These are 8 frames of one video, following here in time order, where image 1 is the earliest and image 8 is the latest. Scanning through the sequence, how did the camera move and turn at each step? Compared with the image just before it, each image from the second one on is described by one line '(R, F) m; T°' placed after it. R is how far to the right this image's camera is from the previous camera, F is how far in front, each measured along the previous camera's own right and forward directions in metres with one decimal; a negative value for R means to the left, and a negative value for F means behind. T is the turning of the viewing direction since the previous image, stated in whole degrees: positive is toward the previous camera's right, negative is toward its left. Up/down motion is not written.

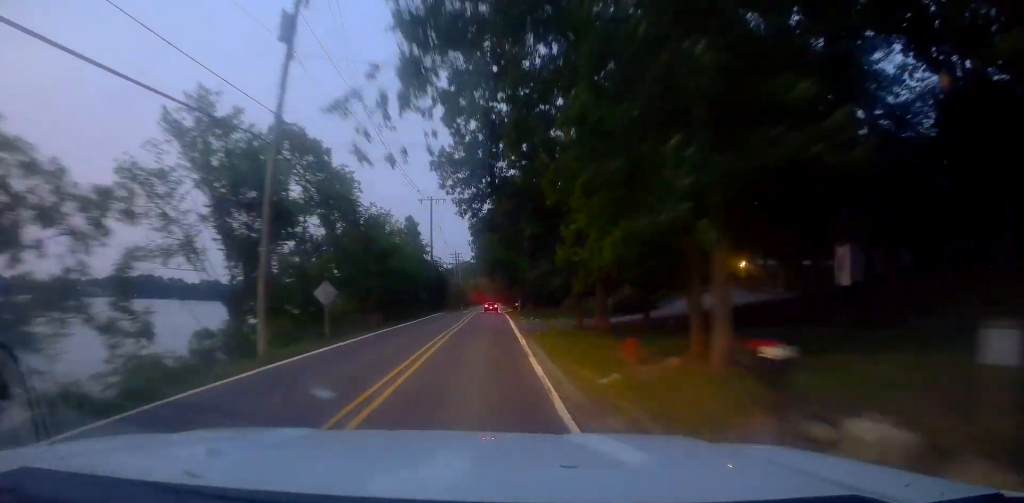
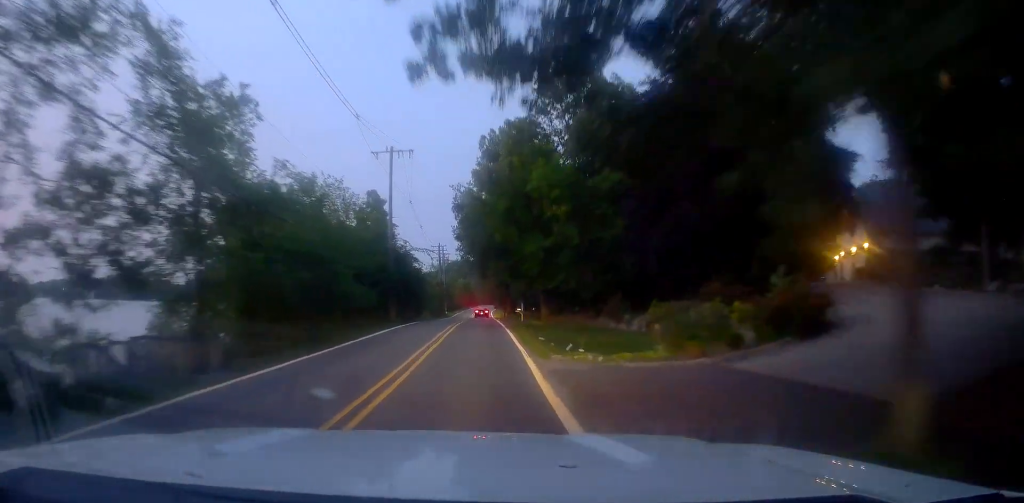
(+0.4, +21.1) m; +2°
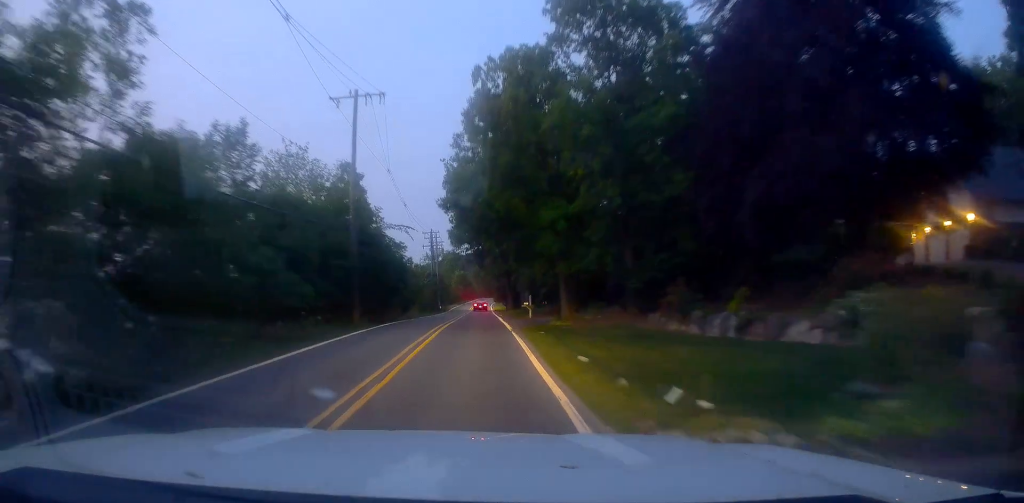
(+0.2, +10.7) m; 0°
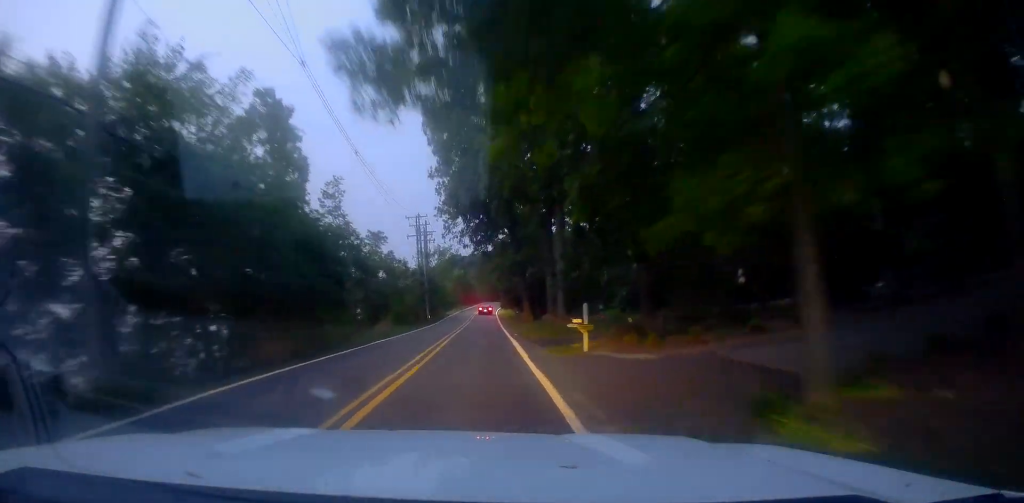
(+0.4, +21.2) m; +1°
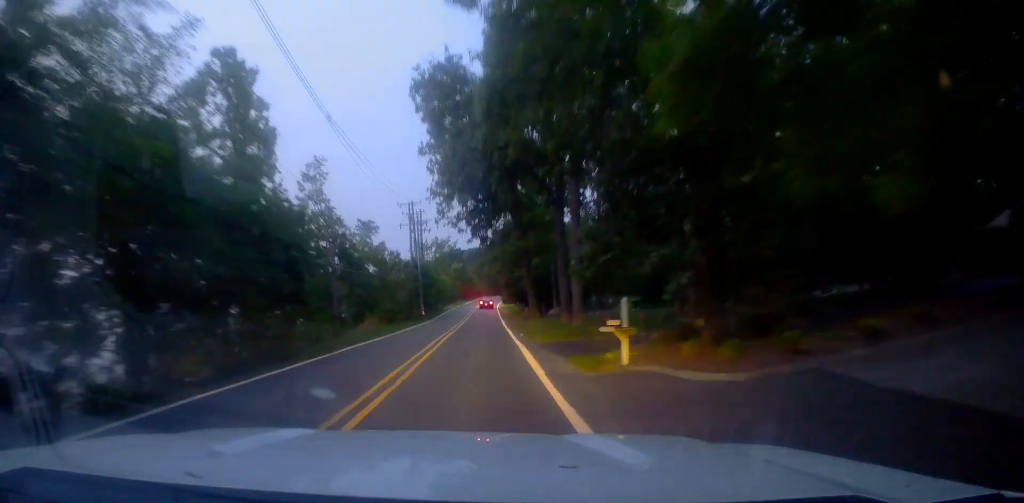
(0.0, +5.4) m; -1°
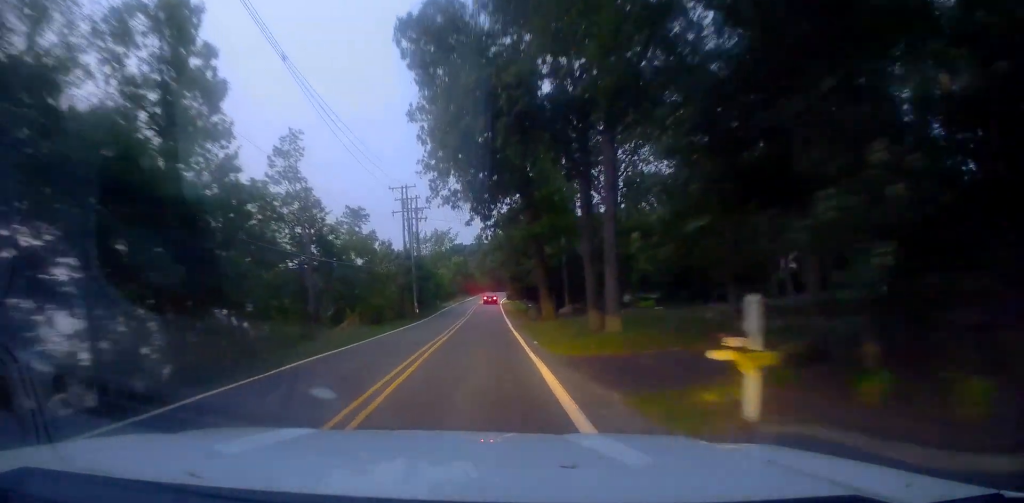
(-0.3, +6.6) m; -2°
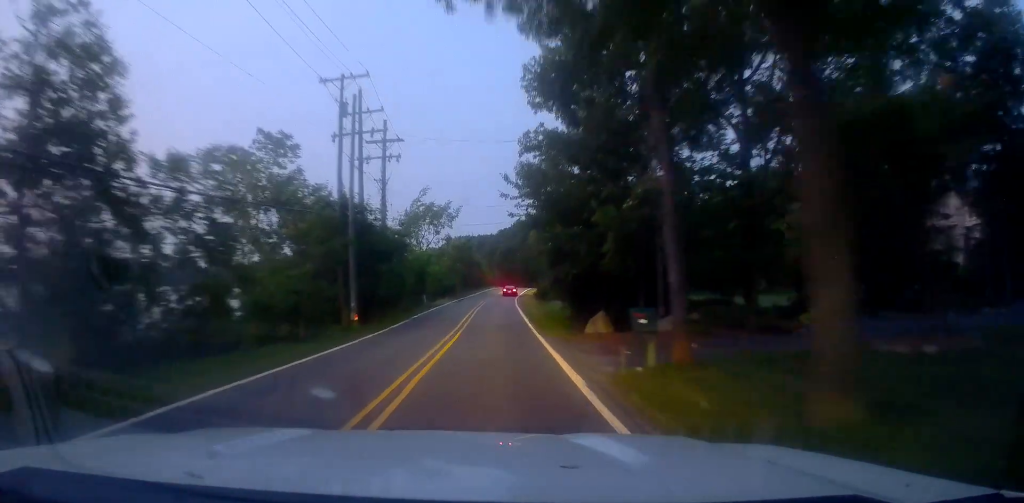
(-0.9, +25.3) m; 0°
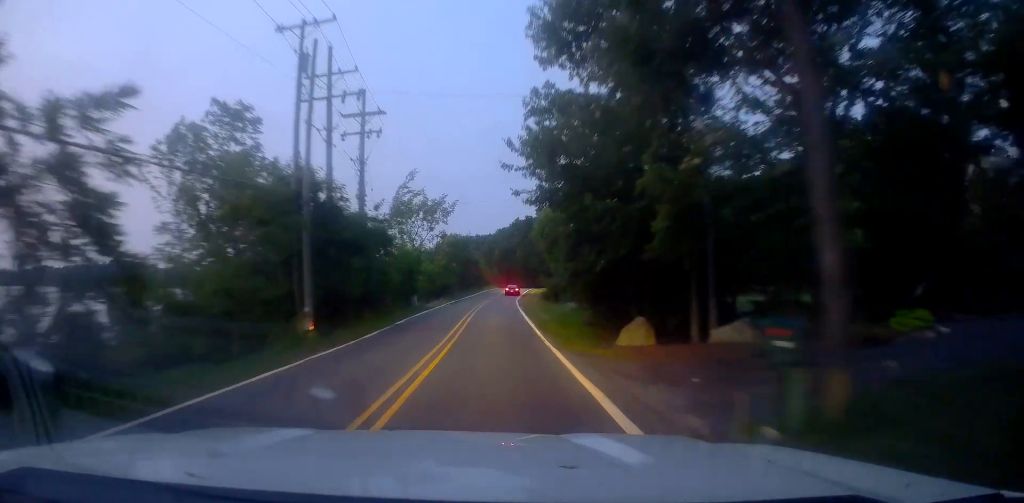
(+0.1, +5.7) m; +1°
